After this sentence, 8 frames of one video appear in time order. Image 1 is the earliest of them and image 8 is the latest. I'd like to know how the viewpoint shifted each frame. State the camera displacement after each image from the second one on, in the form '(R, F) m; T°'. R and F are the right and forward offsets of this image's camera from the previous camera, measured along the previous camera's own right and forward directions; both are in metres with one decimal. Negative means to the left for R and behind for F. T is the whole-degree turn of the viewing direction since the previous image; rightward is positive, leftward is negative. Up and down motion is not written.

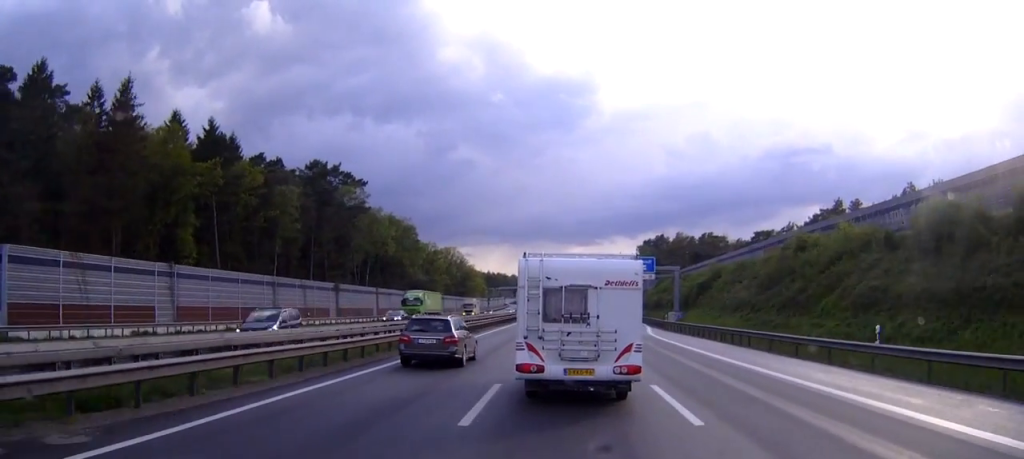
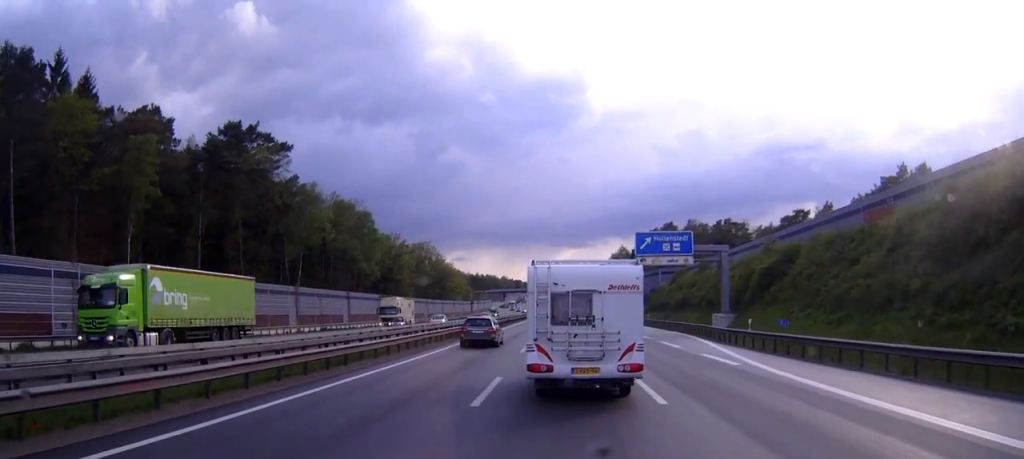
(-0.1, +33.4) m; 0°
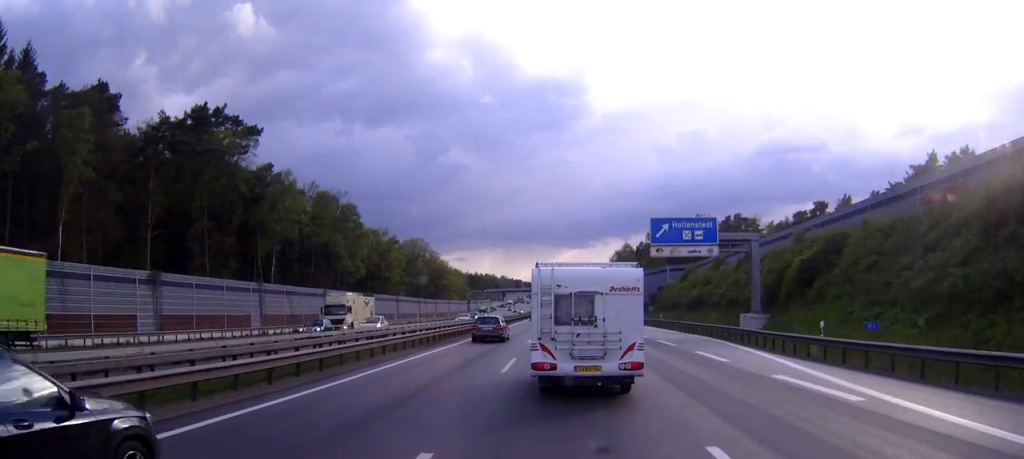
(+0.1, +10.7) m; 0°
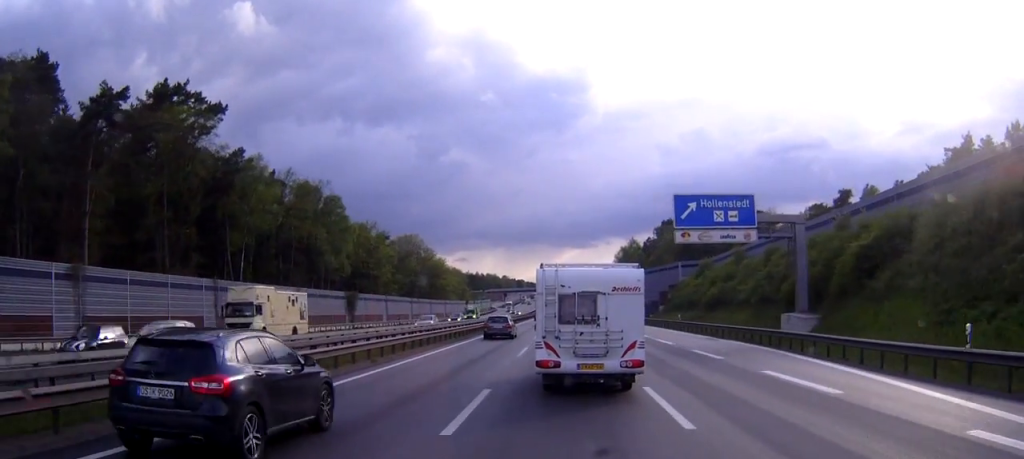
(0.0, +10.7) m; 0°
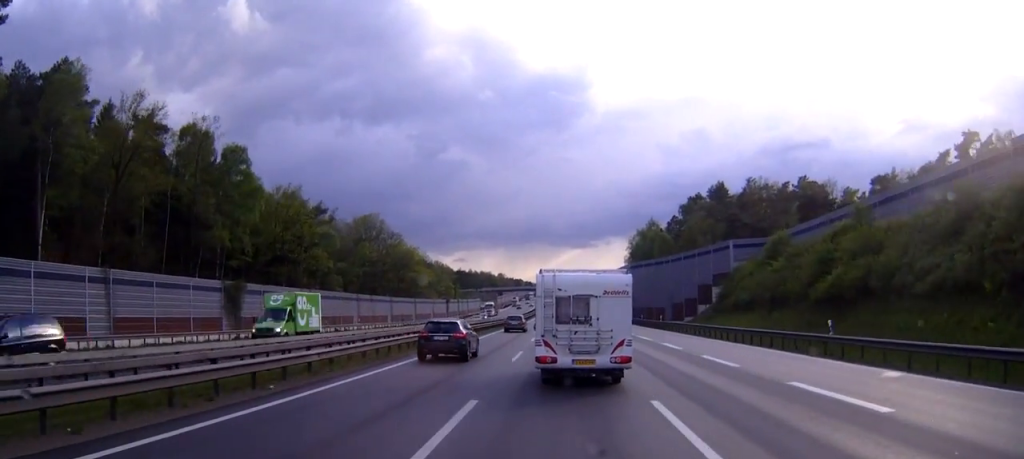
(-0.4, +38.8) m; 0°
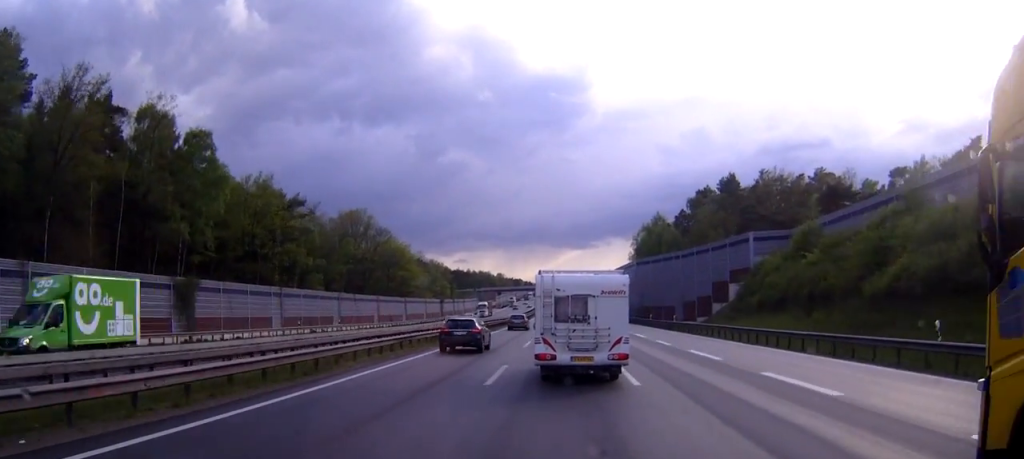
(0.0, +9.4) m; 0°
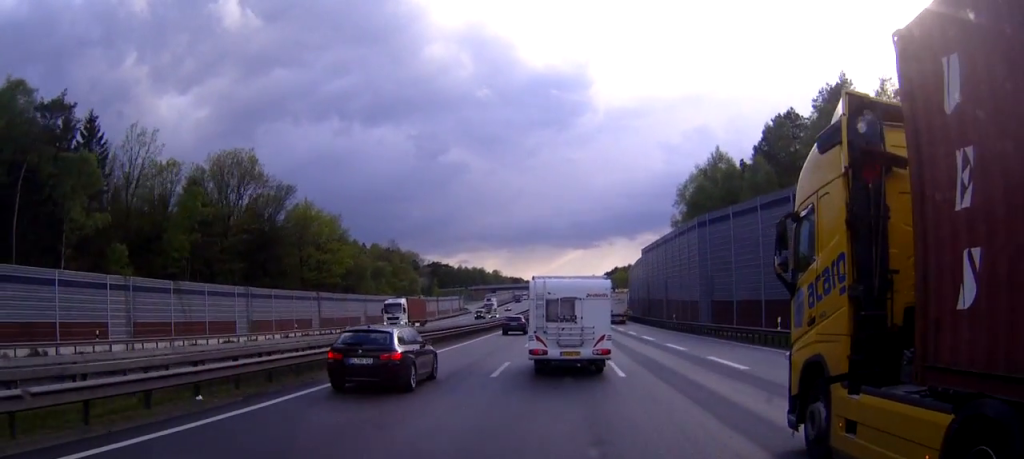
(+0.2, +51.6) m; 0°
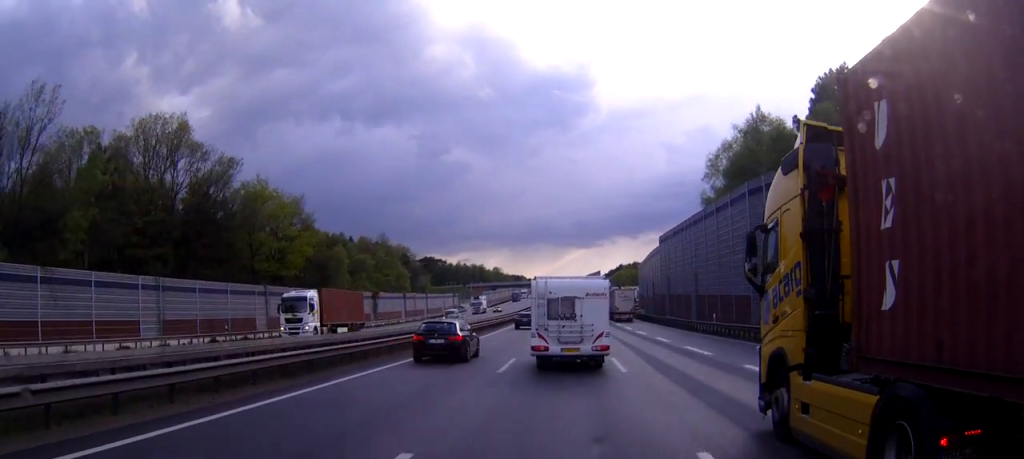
(0.0, +17.3) m; 0°
